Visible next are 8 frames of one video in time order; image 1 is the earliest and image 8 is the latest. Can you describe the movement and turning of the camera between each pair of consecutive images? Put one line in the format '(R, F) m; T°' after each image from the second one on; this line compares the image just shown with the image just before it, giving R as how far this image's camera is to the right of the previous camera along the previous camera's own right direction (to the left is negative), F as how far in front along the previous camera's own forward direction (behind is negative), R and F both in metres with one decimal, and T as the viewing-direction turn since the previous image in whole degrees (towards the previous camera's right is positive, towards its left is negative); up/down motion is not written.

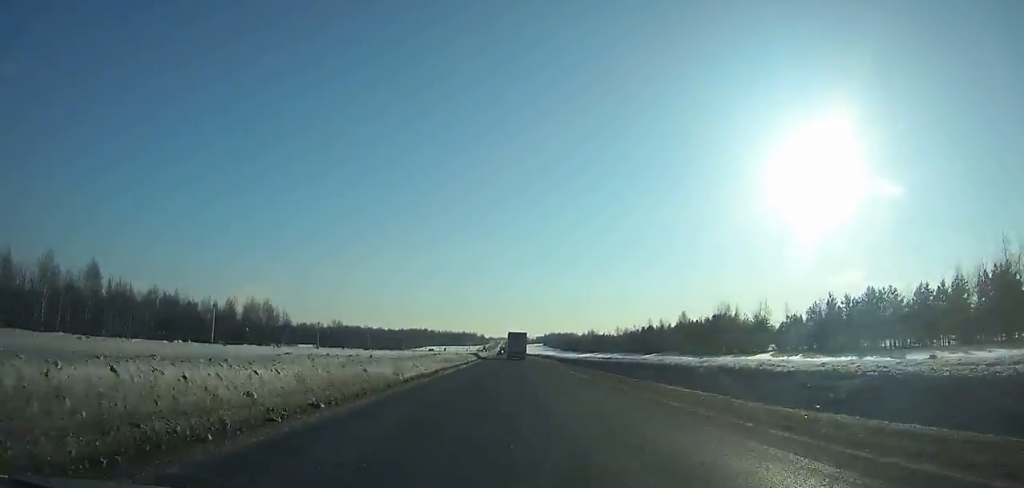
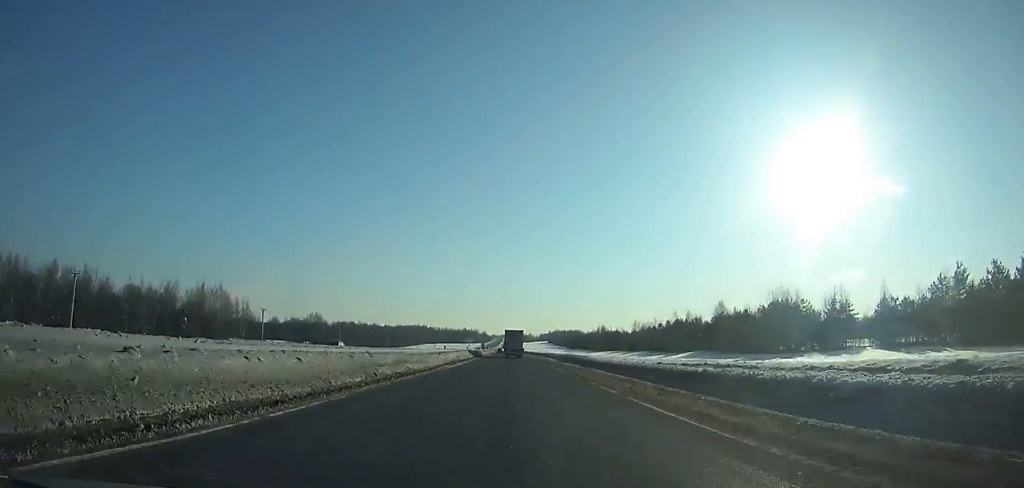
(-0.2, +35.5) m; 0°
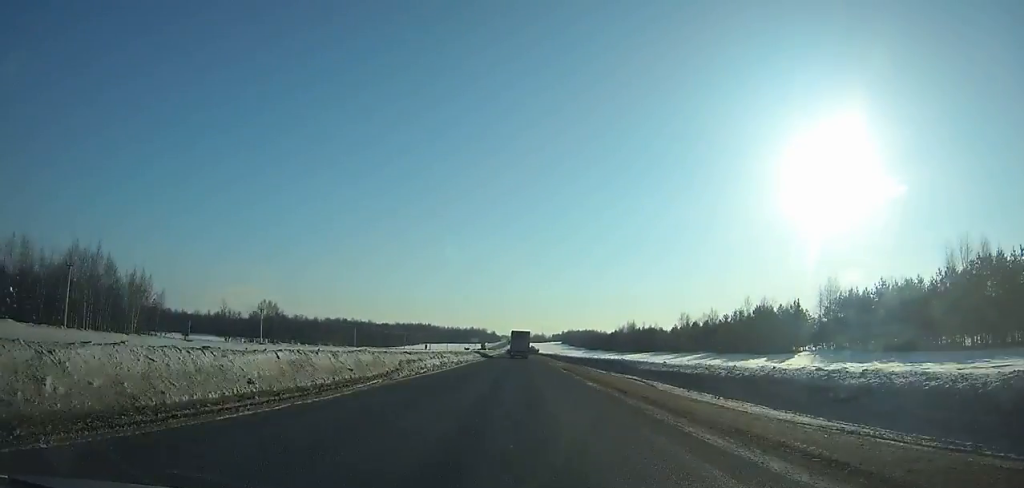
(-0.3, +57.9) m; -1°
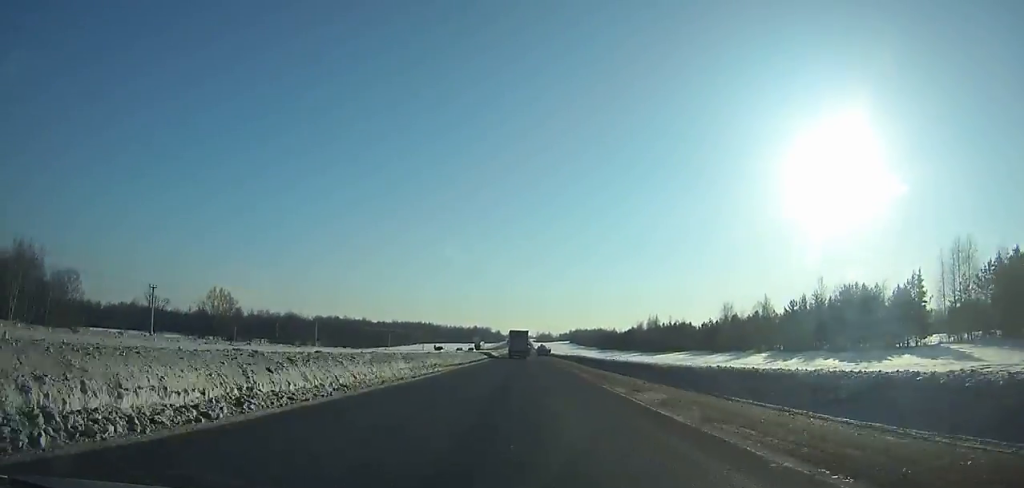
(-0.3, +37.0) m; 0°
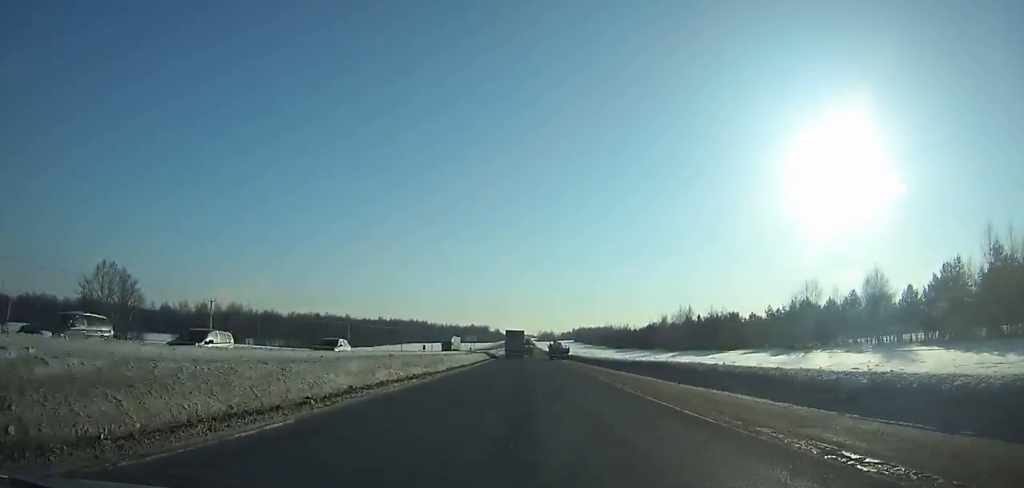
(-0.1, +48.8) m; 0°
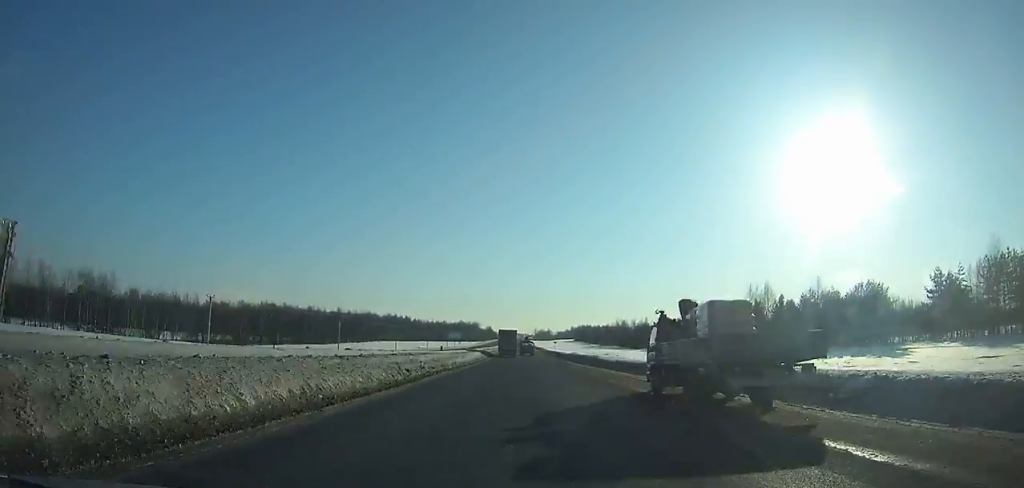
(+0.2, +67.5) m; 0°
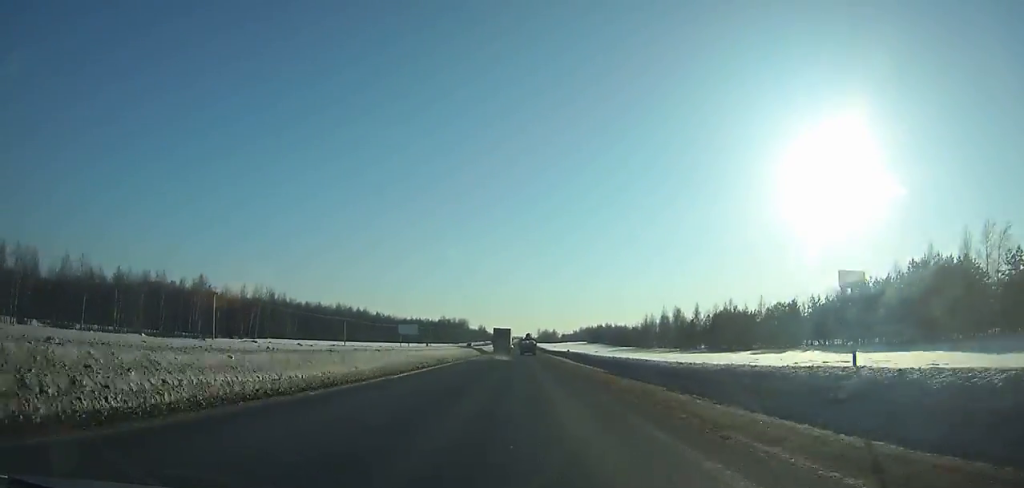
(+0.2, +119.6) m; 0°
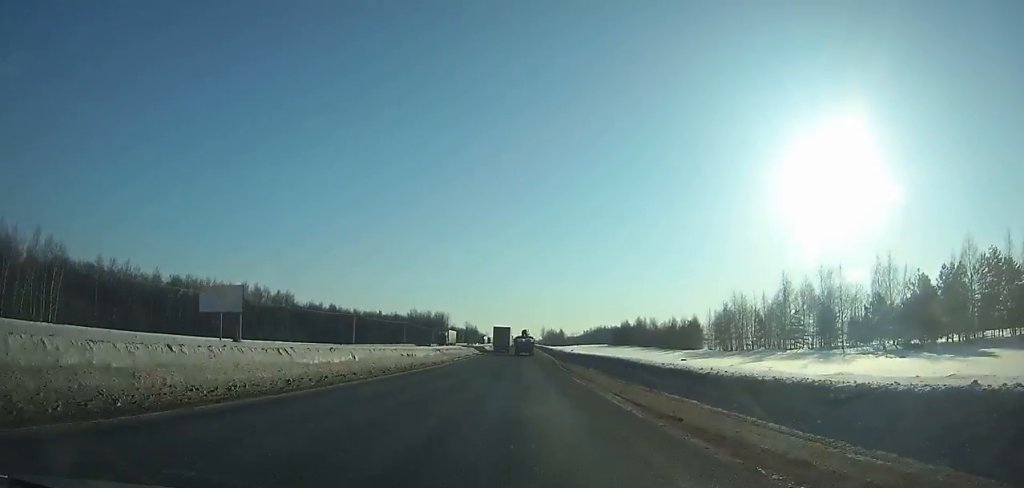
(-0.1, +112.3) m; 0°
